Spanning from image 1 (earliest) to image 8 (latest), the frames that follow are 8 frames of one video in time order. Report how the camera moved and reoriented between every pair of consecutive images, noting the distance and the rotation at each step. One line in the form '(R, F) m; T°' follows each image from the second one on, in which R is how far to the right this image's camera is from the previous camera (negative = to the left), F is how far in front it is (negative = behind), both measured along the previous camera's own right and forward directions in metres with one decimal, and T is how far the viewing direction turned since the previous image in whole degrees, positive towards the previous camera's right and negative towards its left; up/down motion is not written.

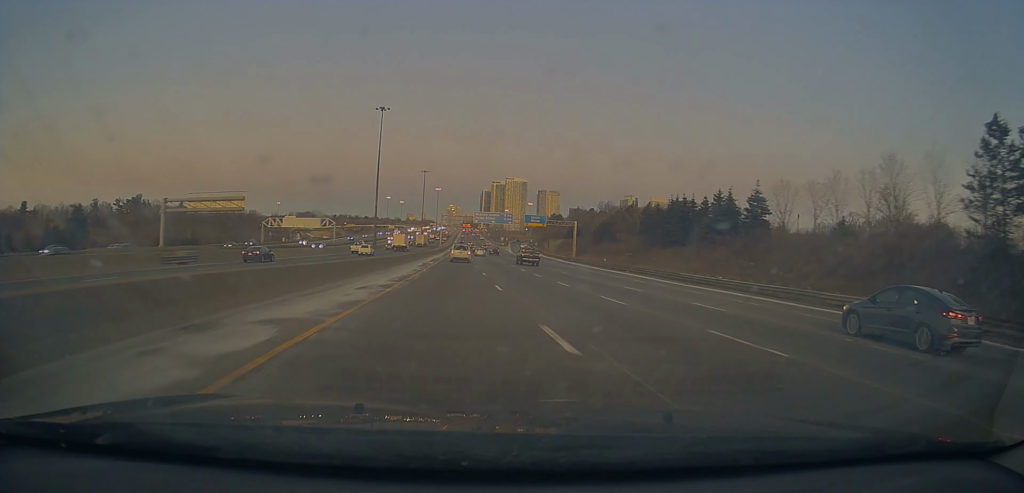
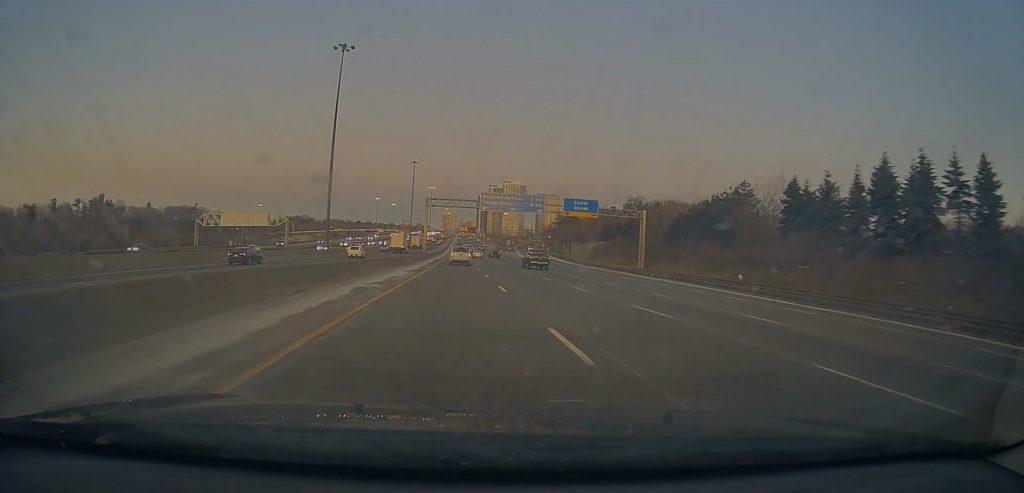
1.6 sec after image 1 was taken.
(0.0, +49.7) m; 0°
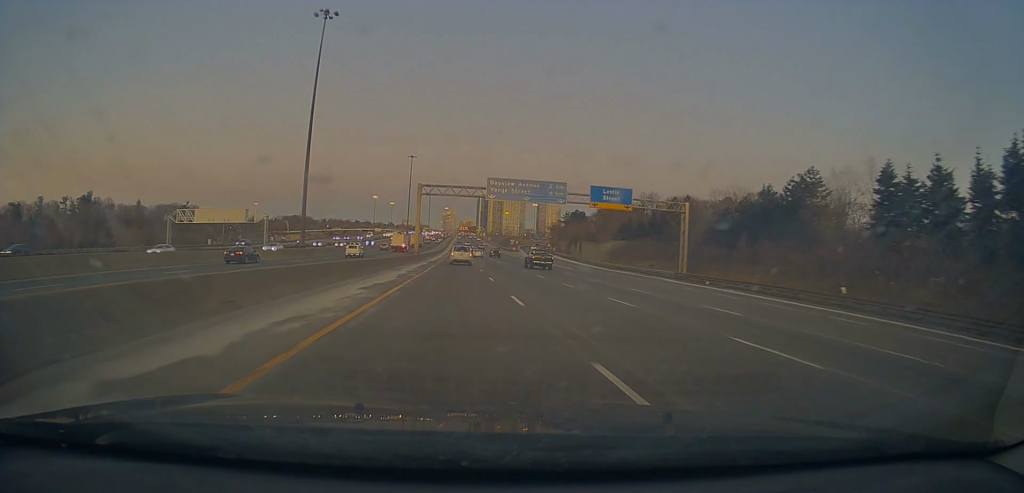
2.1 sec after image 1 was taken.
(0.0, +15.4) m; 0°
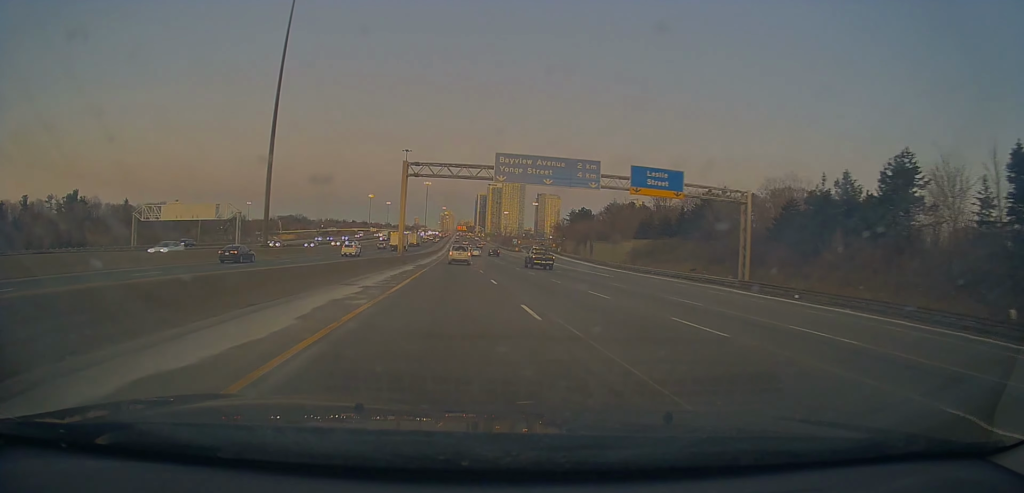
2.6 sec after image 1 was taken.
(0.0, +15.2) m; 0°
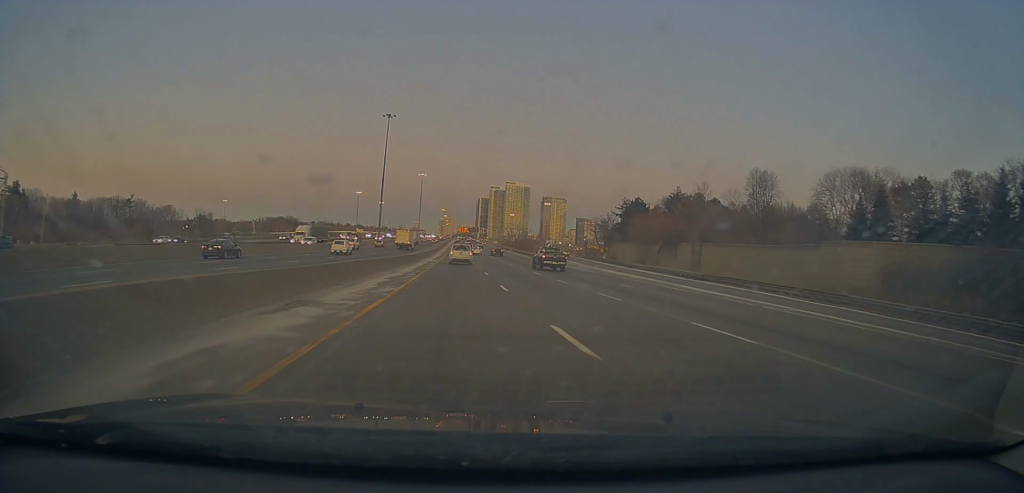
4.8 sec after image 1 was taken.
(+0.5, +64.9) m; +1°
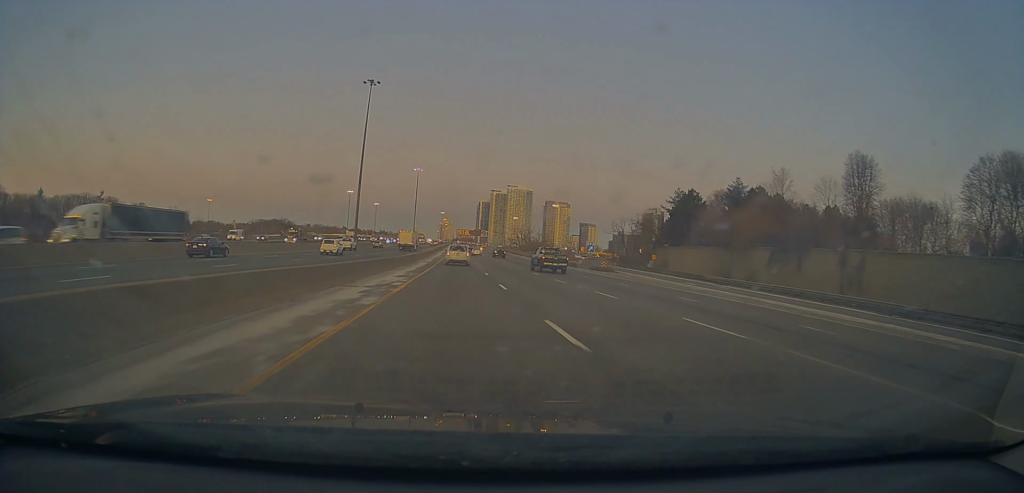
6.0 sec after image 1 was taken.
(-0.2, +35.7) m; -1°
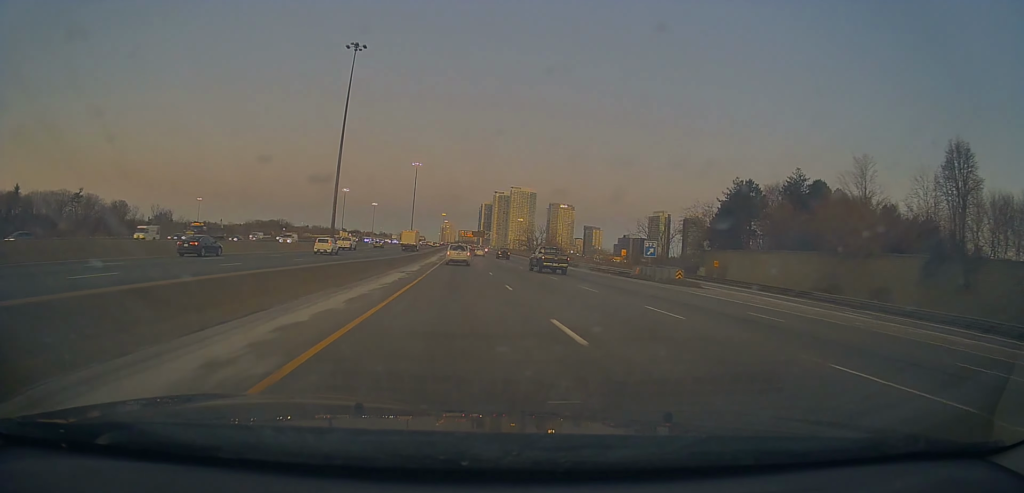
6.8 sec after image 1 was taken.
(-0.1, +23.9) m; 0°
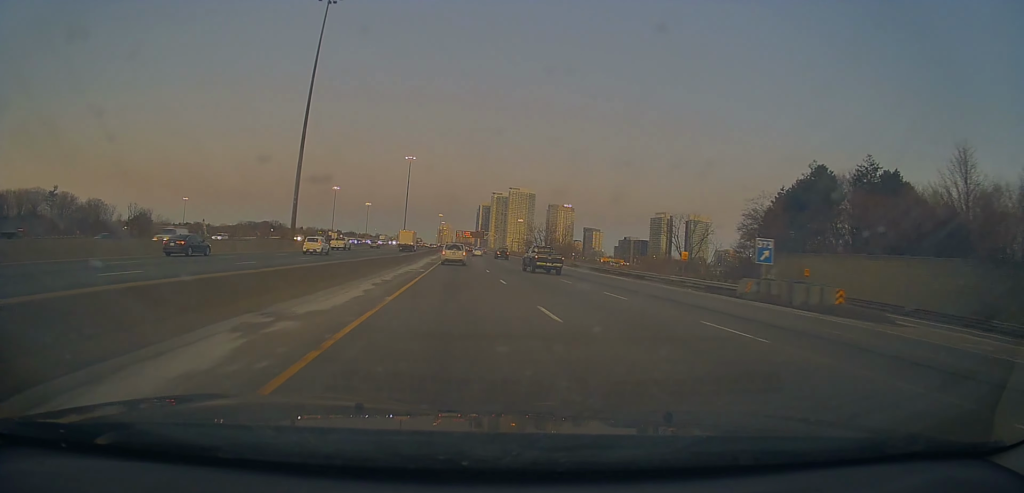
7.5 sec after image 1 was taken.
(+0.1, +22.0) m; +1°
